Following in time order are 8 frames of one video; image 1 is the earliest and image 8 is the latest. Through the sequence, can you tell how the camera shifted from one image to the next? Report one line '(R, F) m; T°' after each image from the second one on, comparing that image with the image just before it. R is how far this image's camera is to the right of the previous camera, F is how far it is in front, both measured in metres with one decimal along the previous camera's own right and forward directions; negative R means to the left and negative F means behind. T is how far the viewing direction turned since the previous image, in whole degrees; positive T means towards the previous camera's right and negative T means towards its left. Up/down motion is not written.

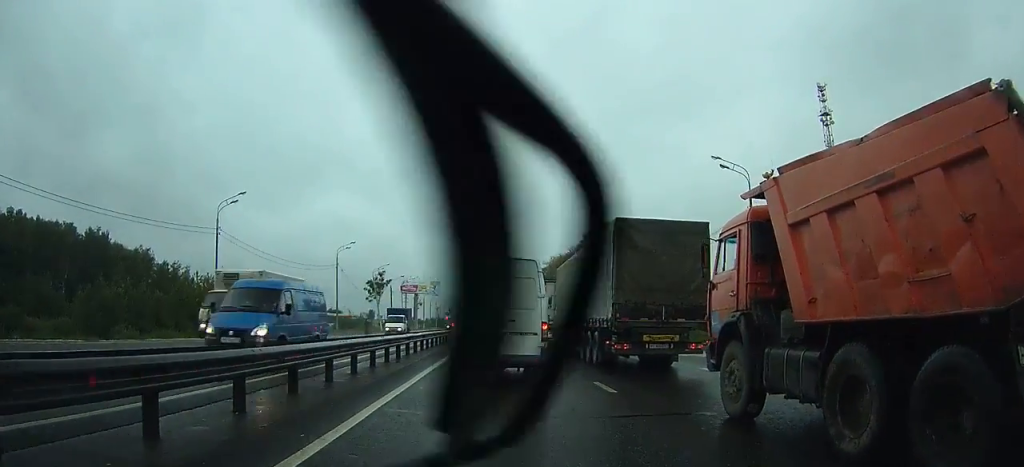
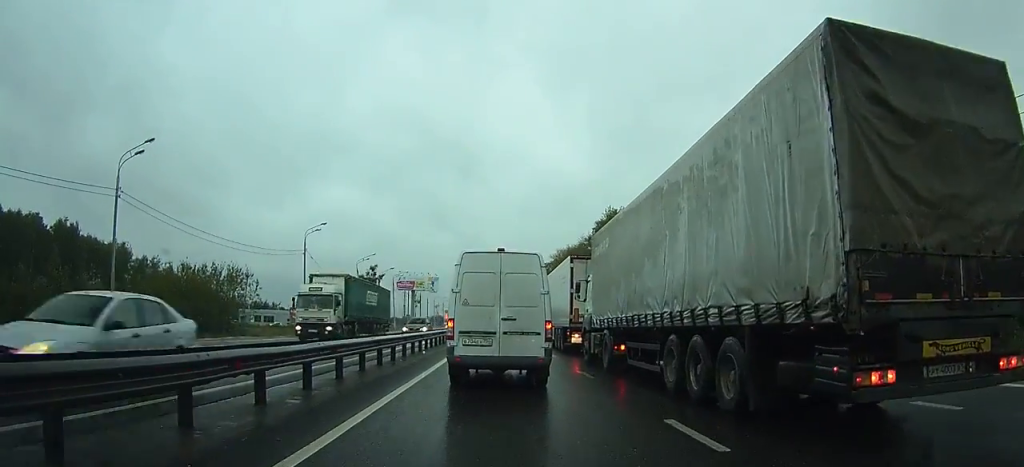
(0.0, +11.4) m; -2°
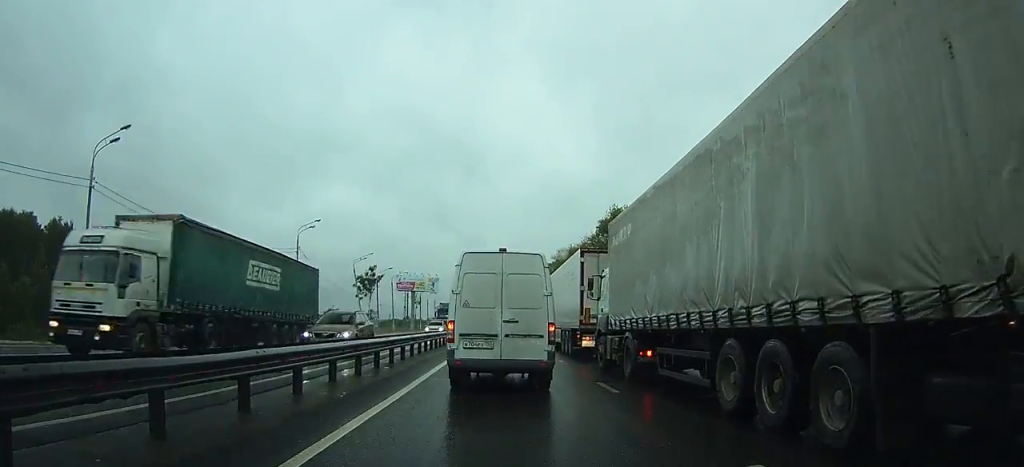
(0.0, +2.3) m; 0°
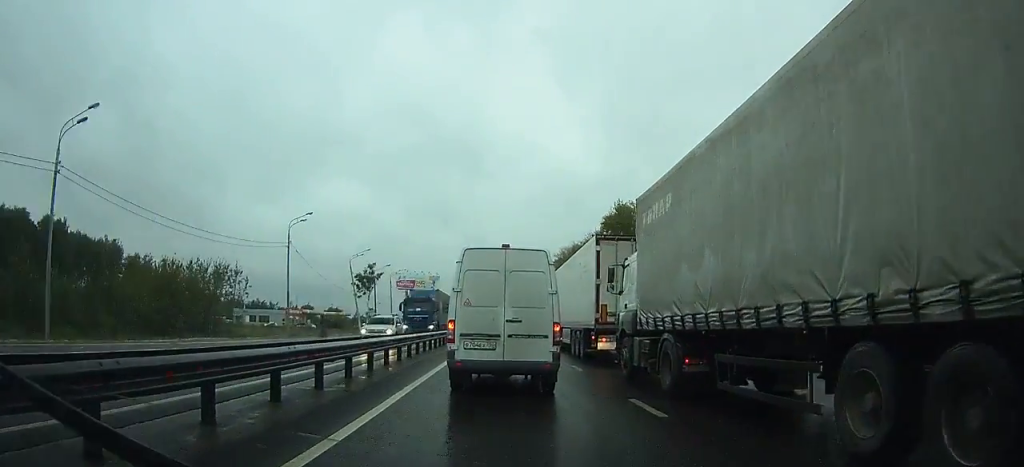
(0.0, +2.7) m; 0°
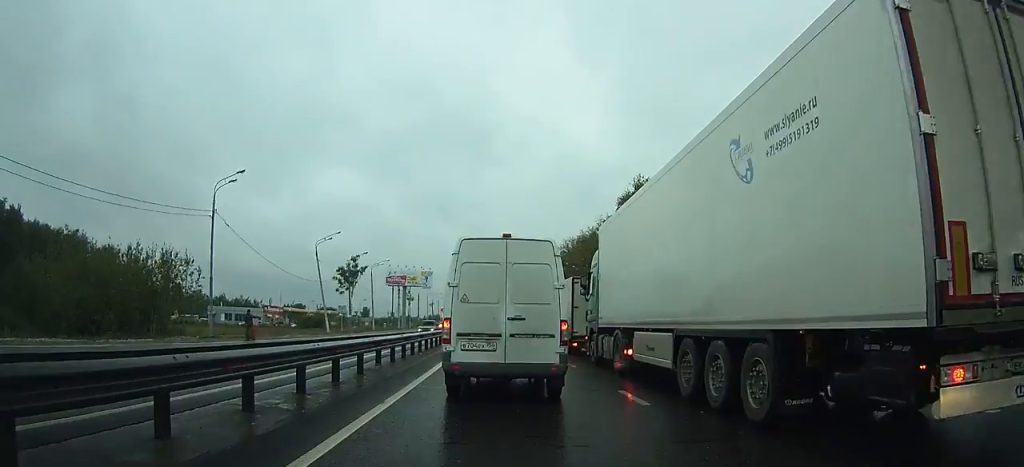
(-0.1, +14.4) m; -2°
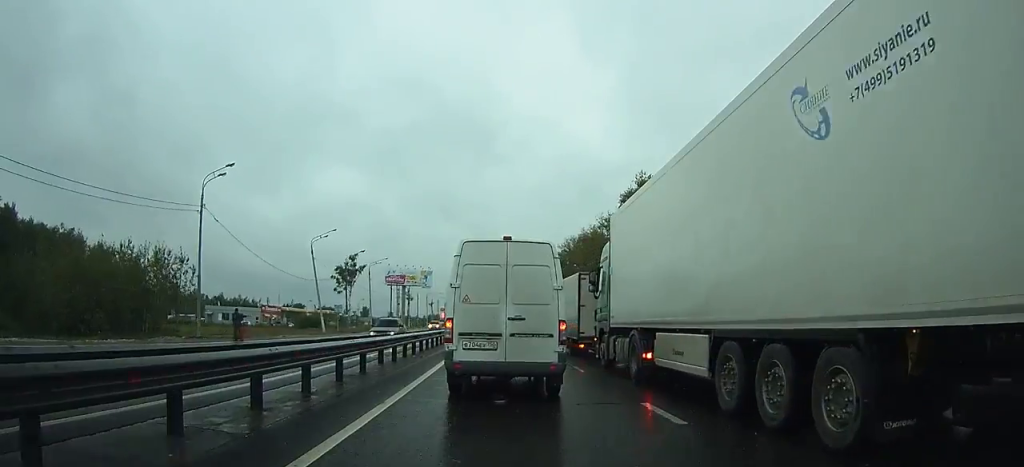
(0.0, +2.1) m; 0°
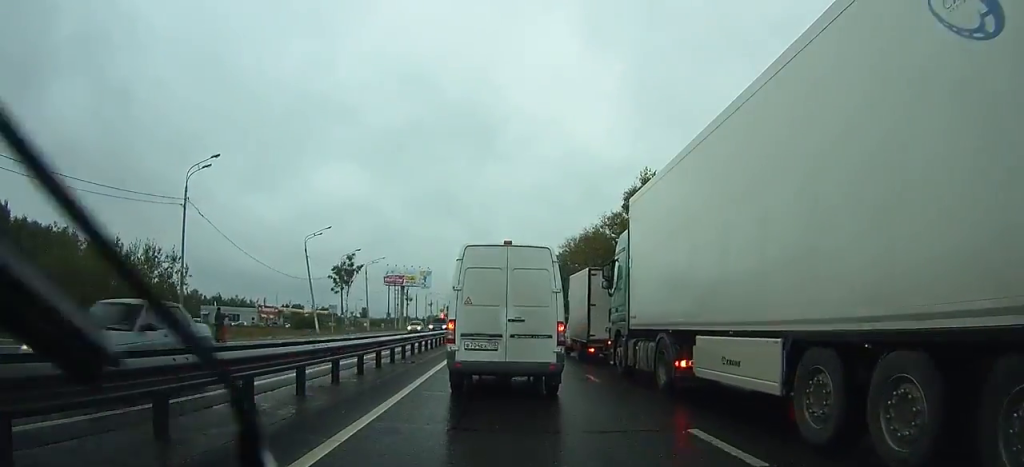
(0.0, +2.6) m; +1°
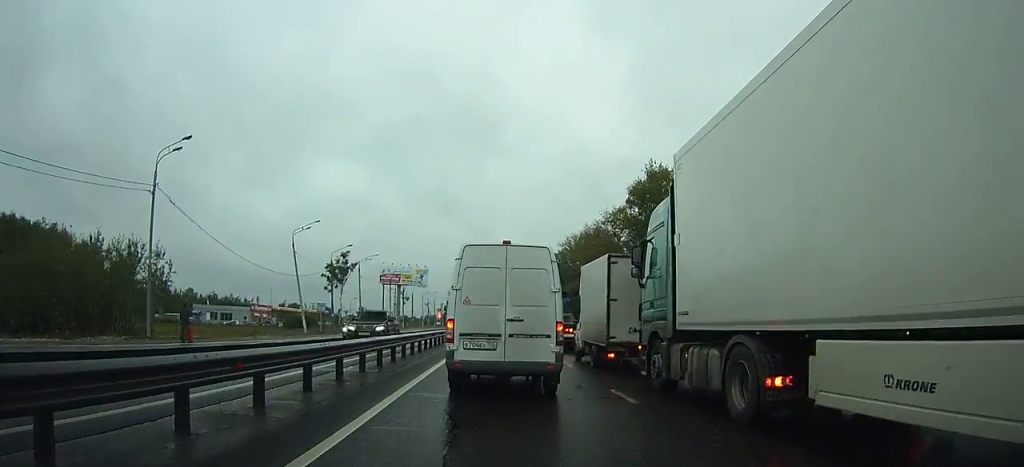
(0.0, +3.5) m; +1°
